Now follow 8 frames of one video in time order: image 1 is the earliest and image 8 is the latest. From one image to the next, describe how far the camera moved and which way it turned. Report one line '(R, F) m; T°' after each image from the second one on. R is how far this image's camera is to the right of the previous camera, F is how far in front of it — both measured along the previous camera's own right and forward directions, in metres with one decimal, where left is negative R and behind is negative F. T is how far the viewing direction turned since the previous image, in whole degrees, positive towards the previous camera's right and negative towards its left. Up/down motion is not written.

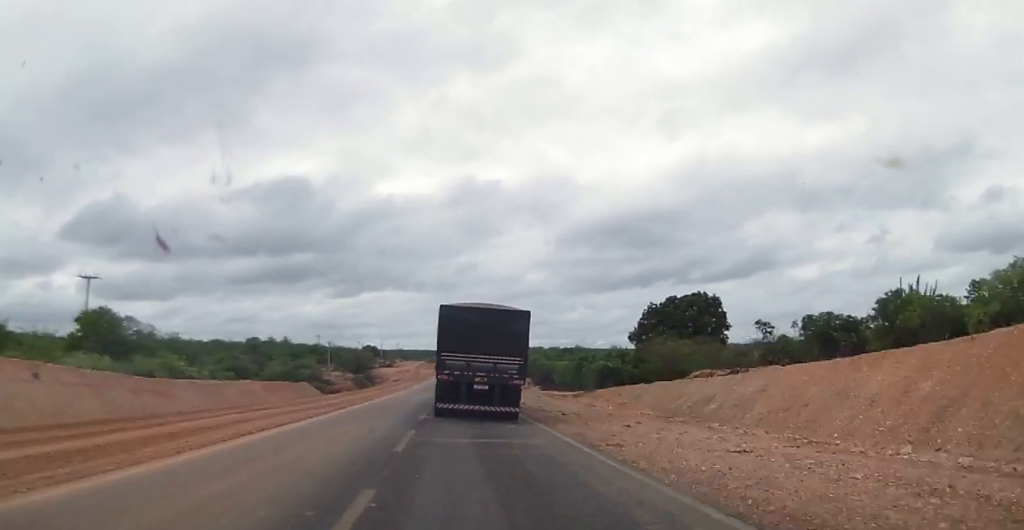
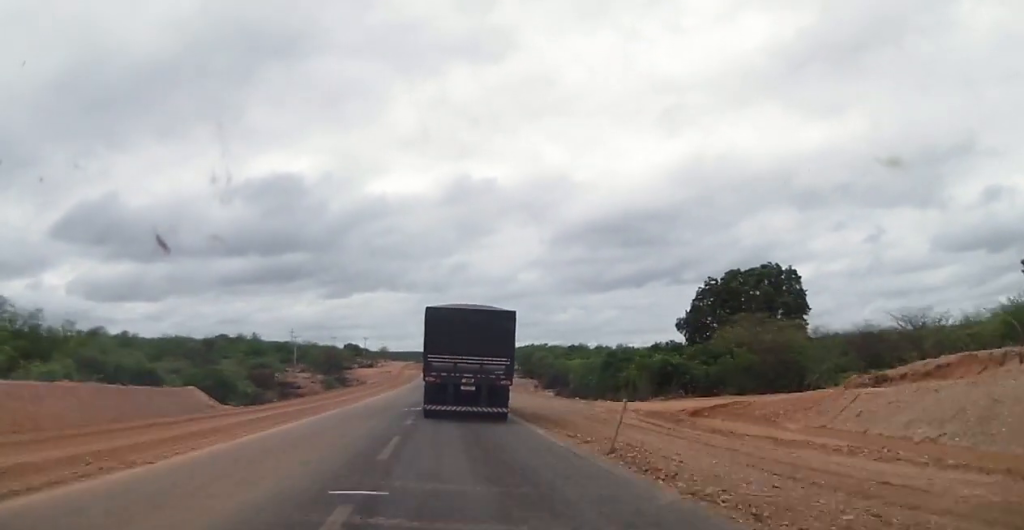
(+0.5, +33.7) m; +1°
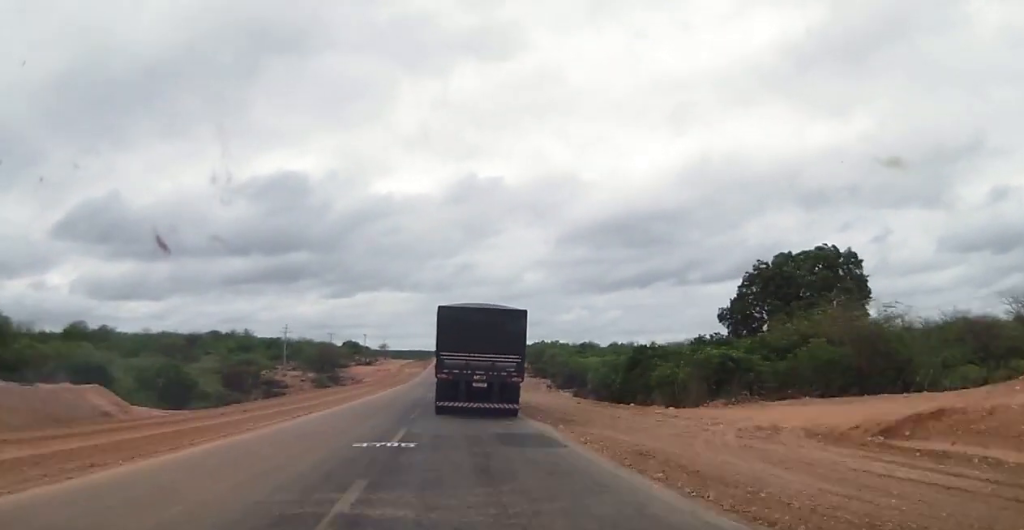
(0.0, +14.9) m; 0°
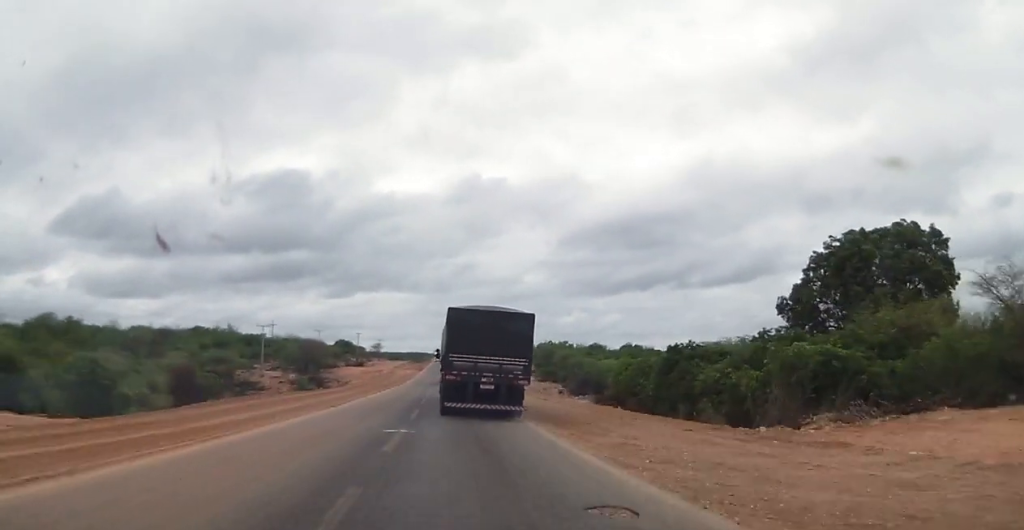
(0.0, +17.0) m; 0°
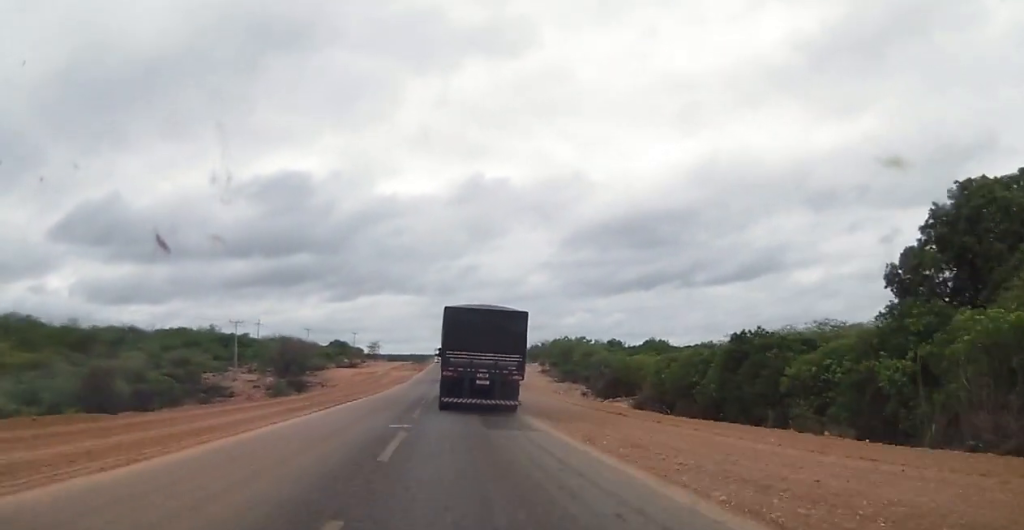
(0.0, +19.7) m; 0°
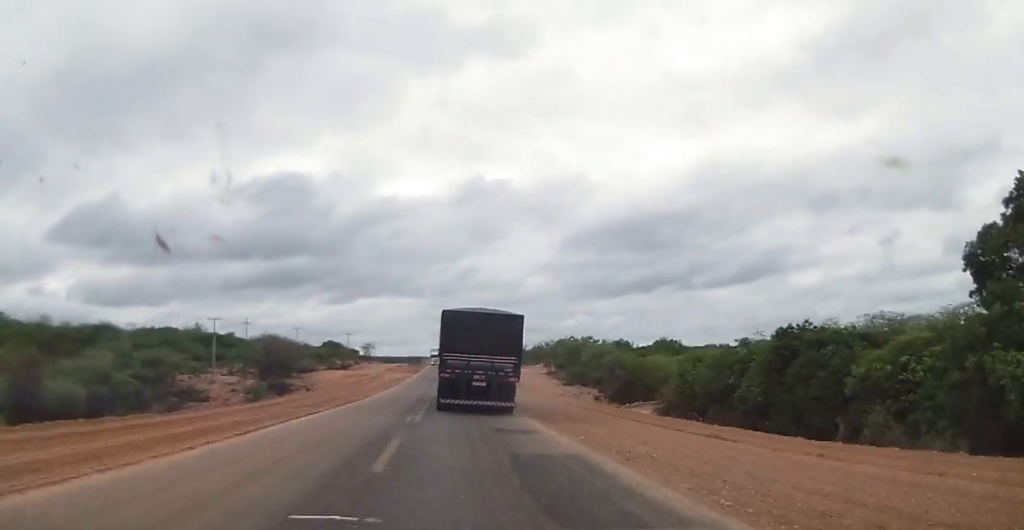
(0.0, +10.5) m; 0°
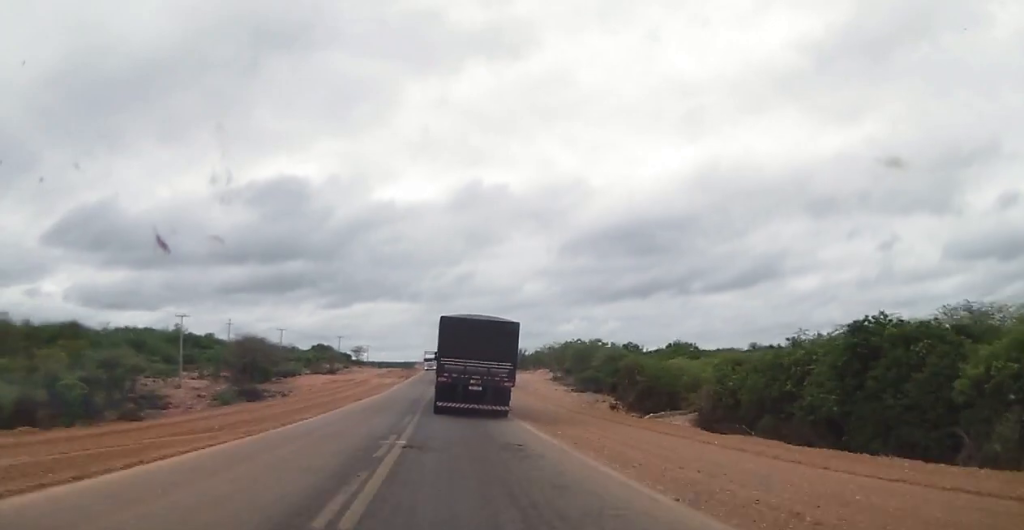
(0.0, +12.4) m; 0°
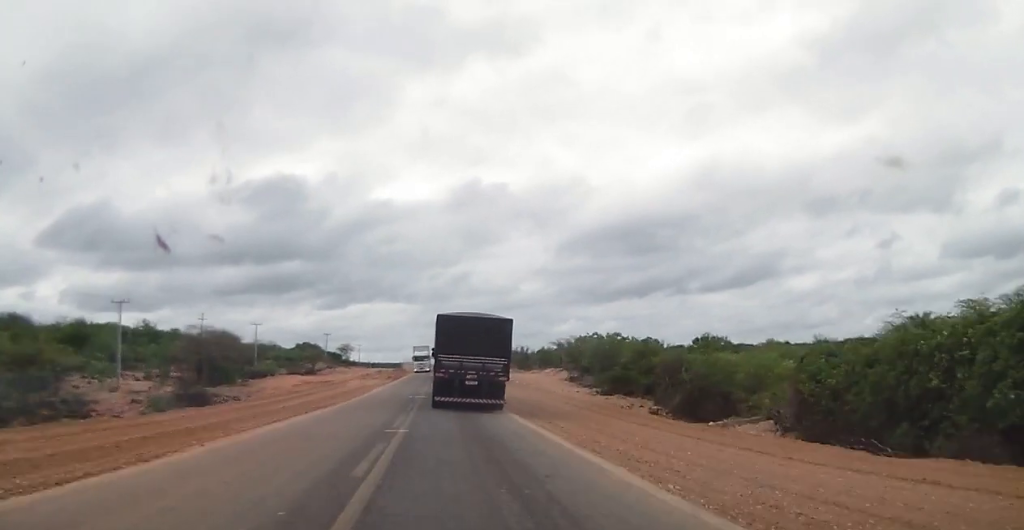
(0.0, +18.5) m; 0°
